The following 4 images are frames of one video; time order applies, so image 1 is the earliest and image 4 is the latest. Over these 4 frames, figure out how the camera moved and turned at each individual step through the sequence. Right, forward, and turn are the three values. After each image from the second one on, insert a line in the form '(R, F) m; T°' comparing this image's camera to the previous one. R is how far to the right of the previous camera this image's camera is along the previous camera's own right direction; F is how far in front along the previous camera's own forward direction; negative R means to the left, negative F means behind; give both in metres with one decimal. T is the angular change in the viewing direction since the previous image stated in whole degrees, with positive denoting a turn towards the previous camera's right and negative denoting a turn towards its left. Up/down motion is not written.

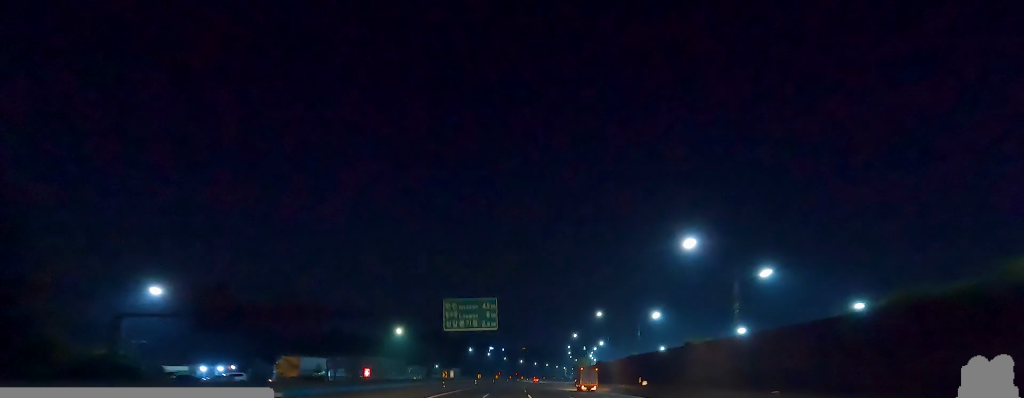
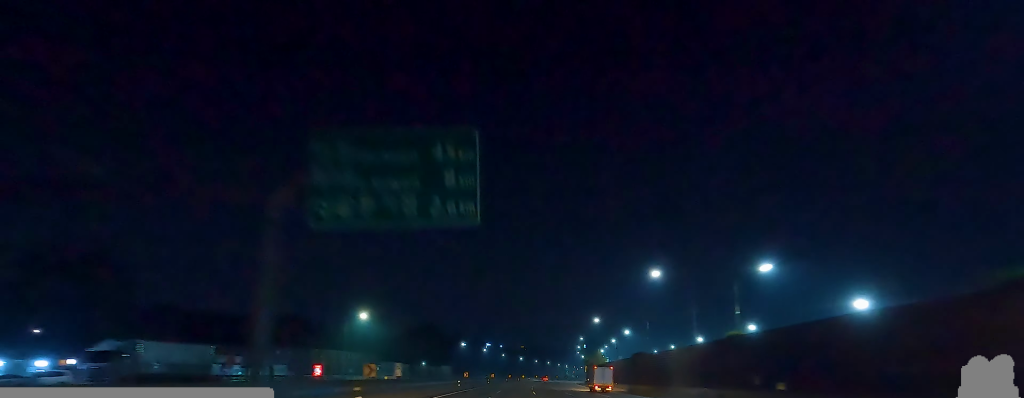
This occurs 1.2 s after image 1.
(-1.4, +32.5) m; -3°
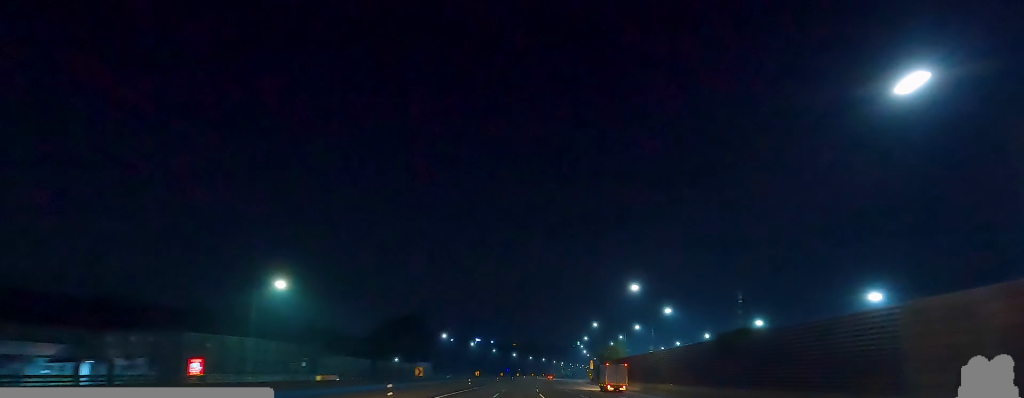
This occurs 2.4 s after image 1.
(0.0, +34.4) m; +2°
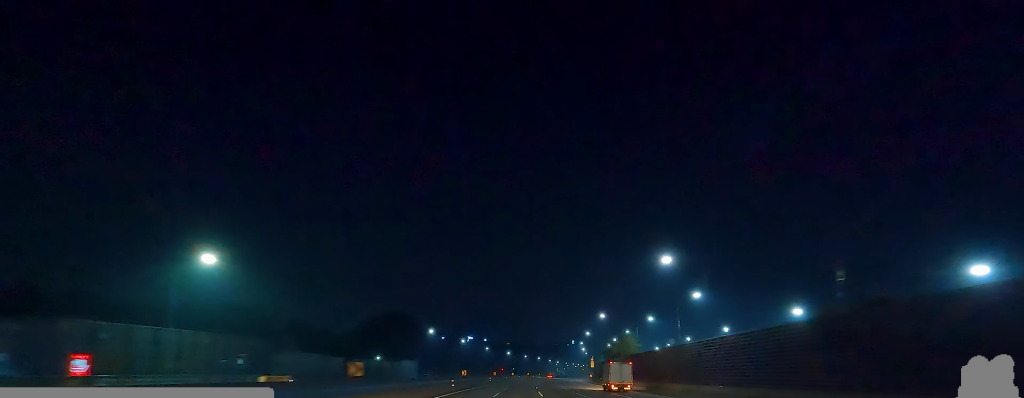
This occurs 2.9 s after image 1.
(0.0, +15.0) m; +2°
